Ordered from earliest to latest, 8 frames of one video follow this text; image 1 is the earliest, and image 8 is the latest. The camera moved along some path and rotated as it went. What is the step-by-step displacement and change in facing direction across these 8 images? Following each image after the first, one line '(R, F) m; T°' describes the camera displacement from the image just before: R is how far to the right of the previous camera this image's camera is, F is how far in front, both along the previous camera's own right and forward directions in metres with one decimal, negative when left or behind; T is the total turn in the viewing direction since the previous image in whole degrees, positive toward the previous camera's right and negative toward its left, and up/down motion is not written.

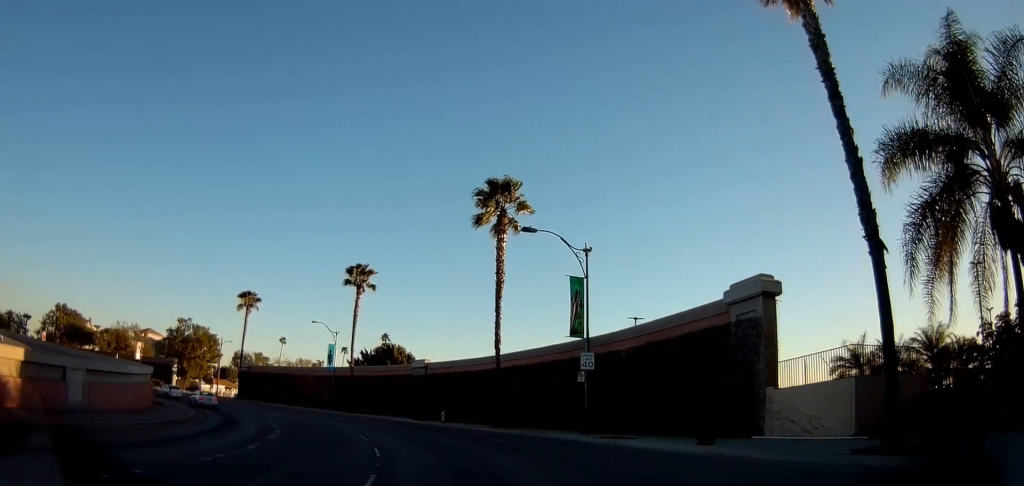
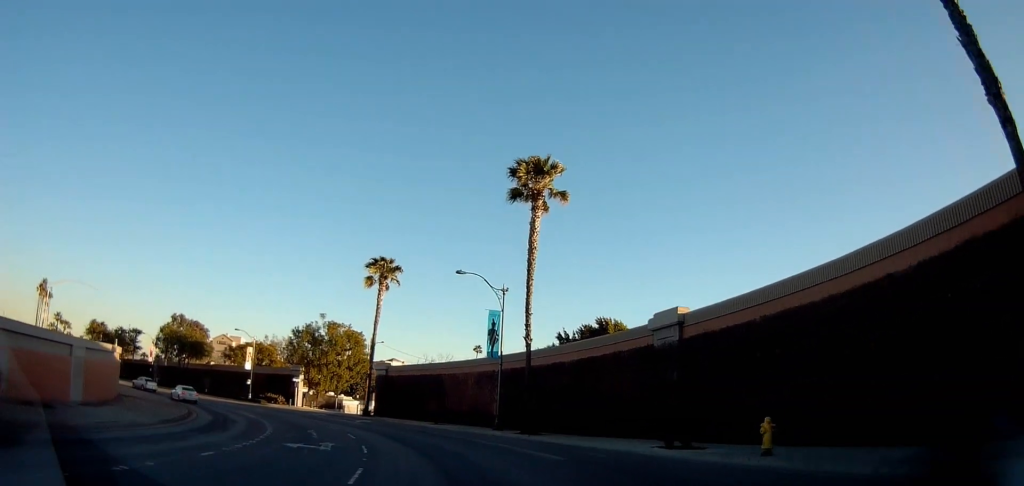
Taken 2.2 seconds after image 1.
(-5.5, +27.5) m; -21°
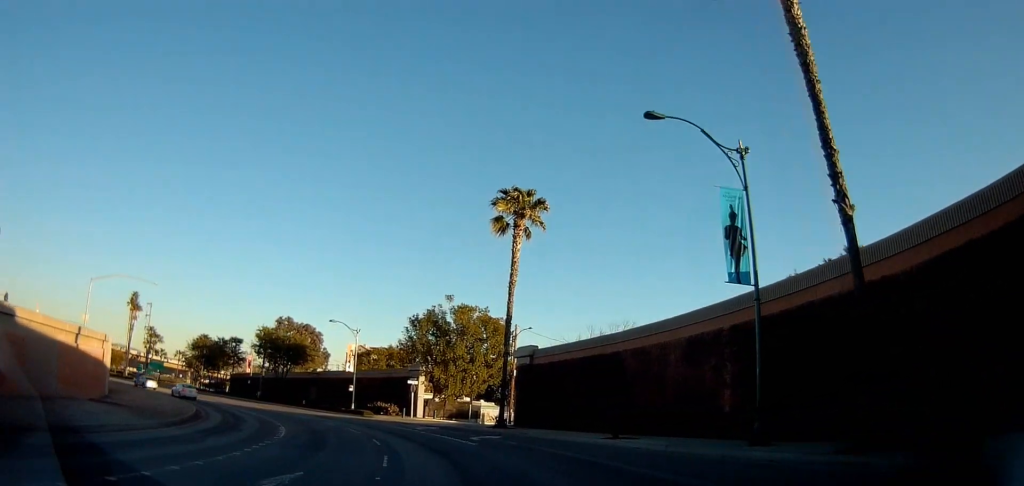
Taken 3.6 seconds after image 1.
(-2.4, +18.5) m; -17°
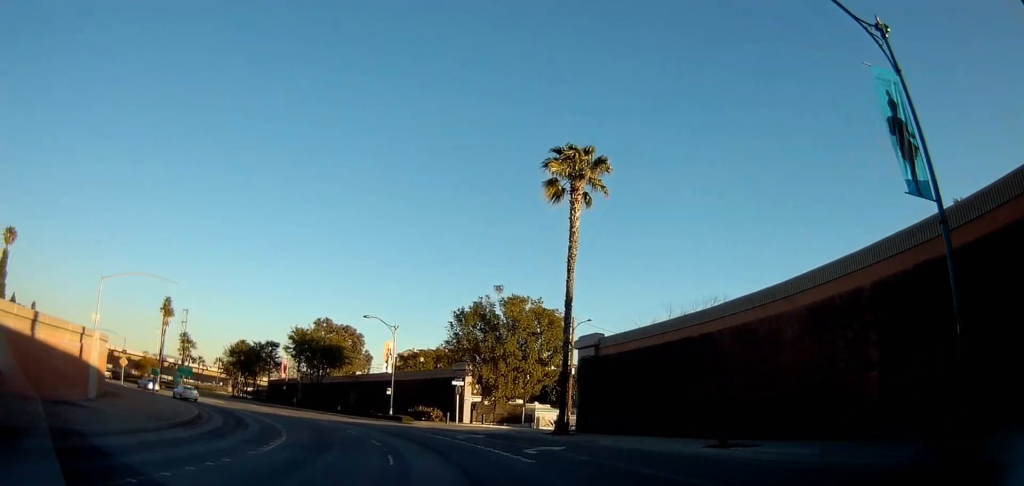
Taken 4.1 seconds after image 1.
(-0.3, +6.4) m; -6°
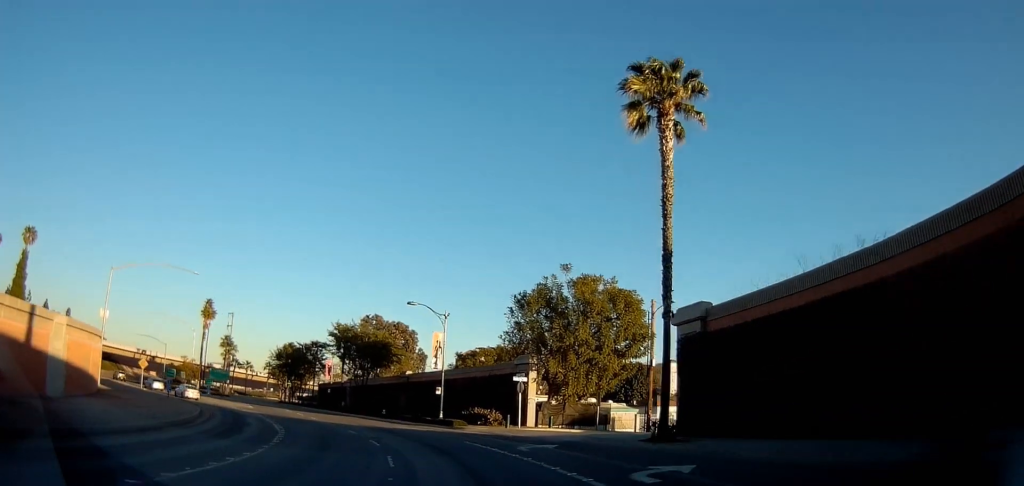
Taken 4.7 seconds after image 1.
(-0.4, +8.1) m; -6°
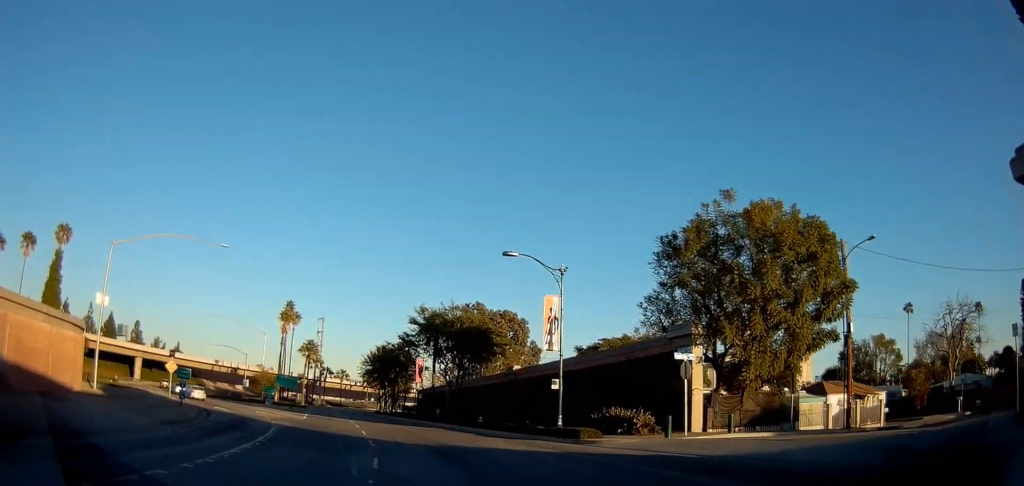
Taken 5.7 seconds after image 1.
(-1.6, +15.2) m; -11°
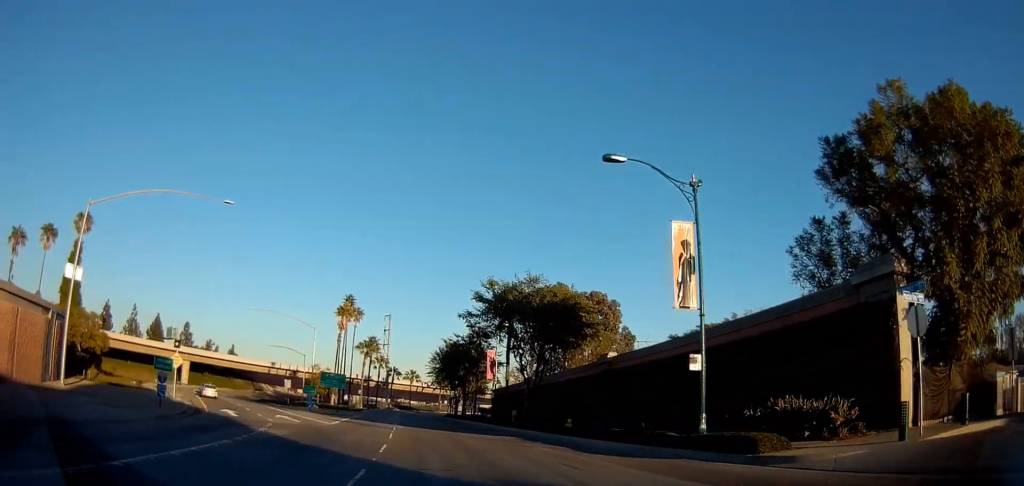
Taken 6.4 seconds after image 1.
(-0.9, +11.4) m; -7°
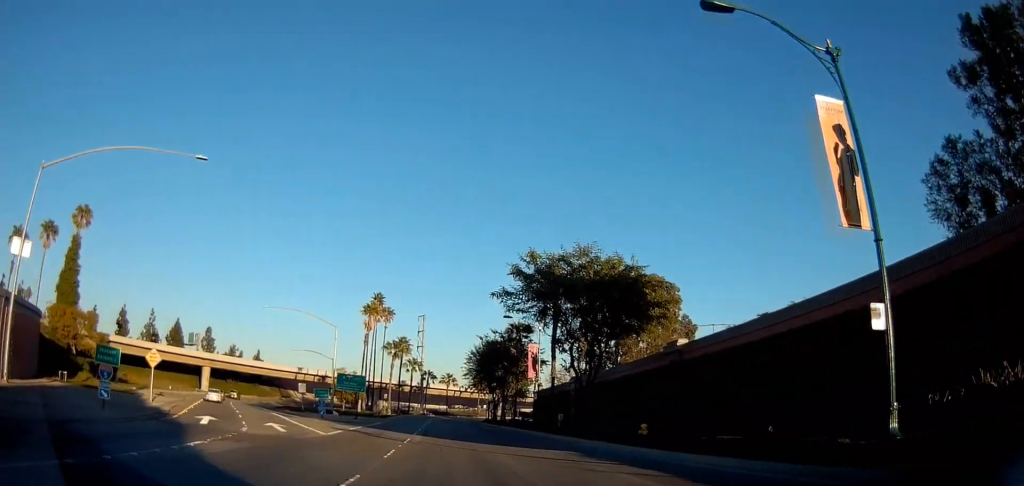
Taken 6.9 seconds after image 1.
(-0.1, +7.9) m; -4°
